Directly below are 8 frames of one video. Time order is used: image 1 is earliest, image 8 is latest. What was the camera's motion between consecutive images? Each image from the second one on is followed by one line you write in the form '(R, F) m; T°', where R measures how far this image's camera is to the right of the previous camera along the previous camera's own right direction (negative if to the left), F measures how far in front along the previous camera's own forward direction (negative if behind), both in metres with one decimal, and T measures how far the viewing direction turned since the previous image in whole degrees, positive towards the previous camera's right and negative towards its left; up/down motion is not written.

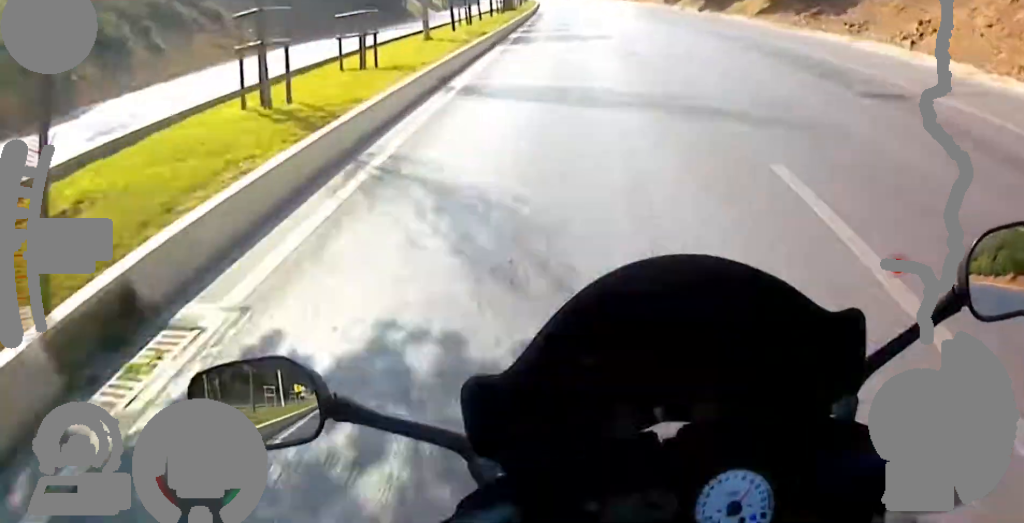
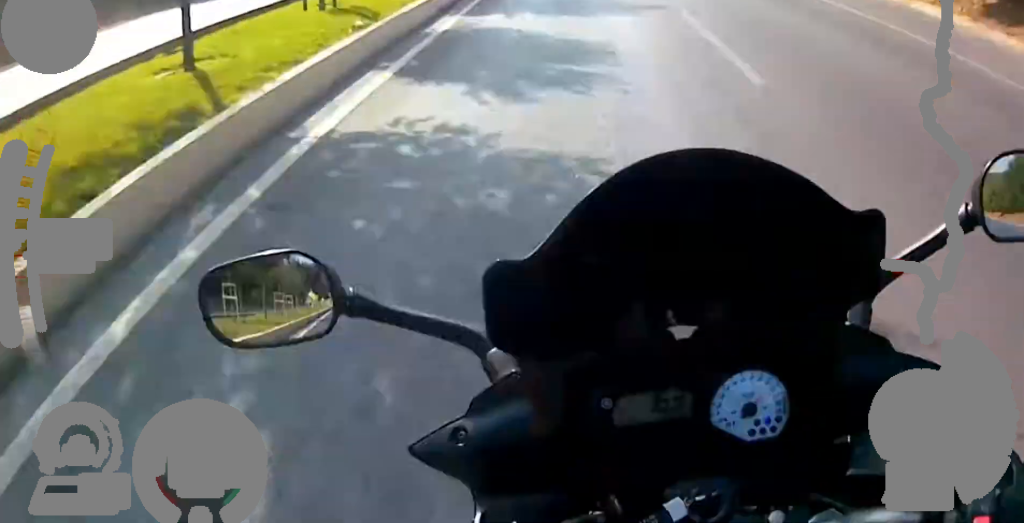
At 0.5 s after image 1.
(-0.1, +18.8) m; 0°
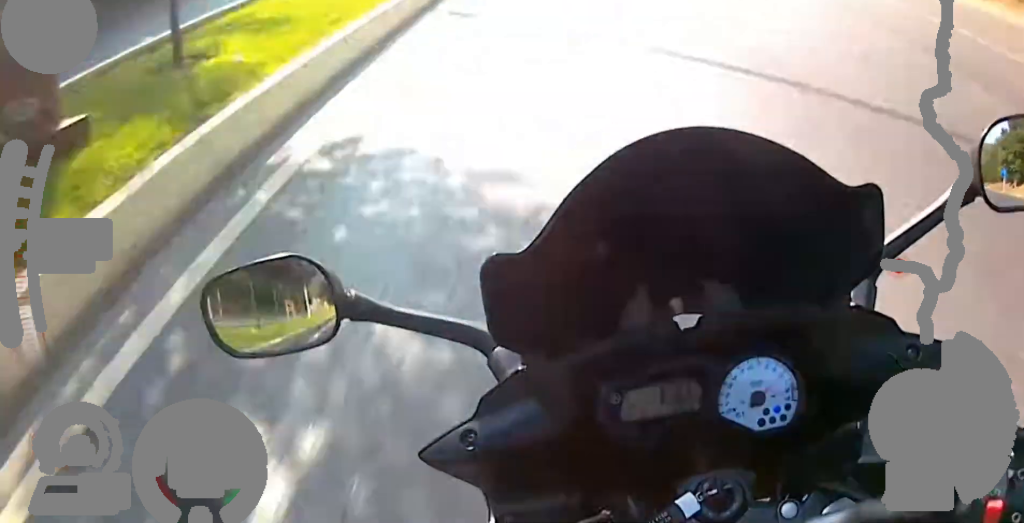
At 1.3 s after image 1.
(+0.1, +32.5) m; 0°
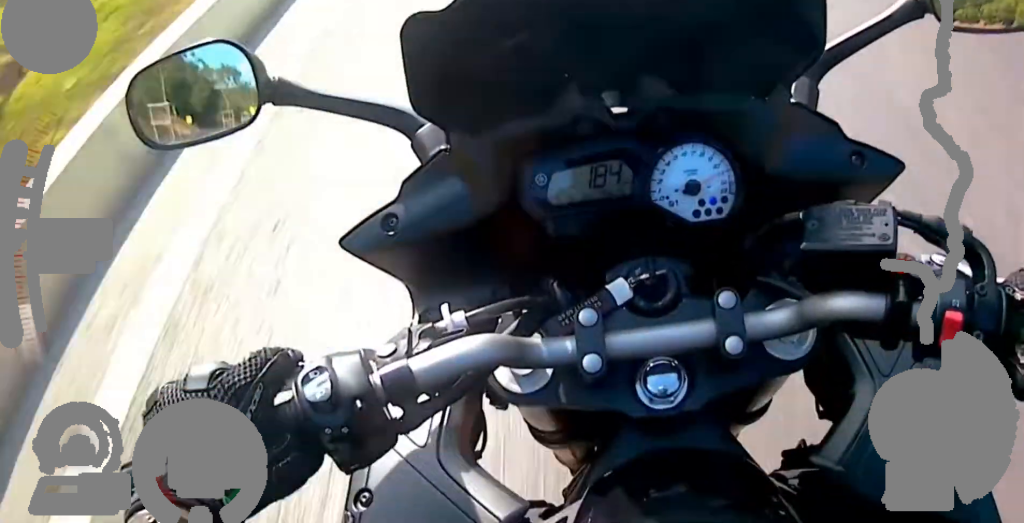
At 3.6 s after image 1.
(-2.0, +93.3) m; -2°
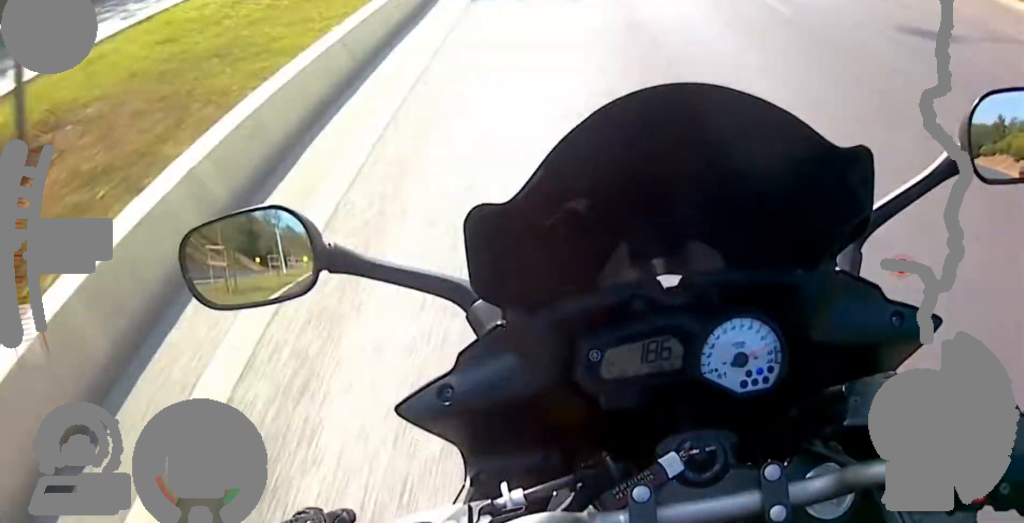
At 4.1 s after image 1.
(+0.4, +20.2) m; 0°
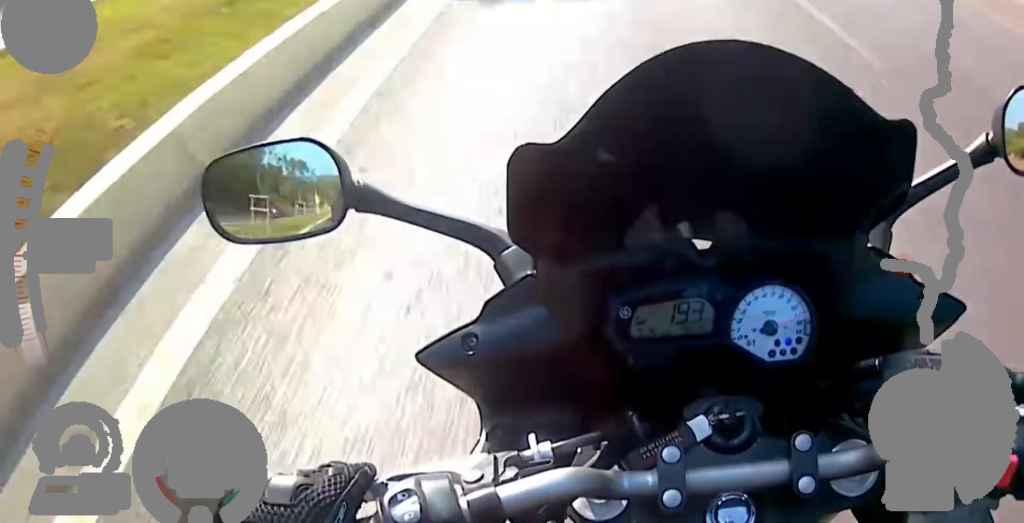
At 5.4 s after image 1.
(-0.2, +52.5) m; 0°
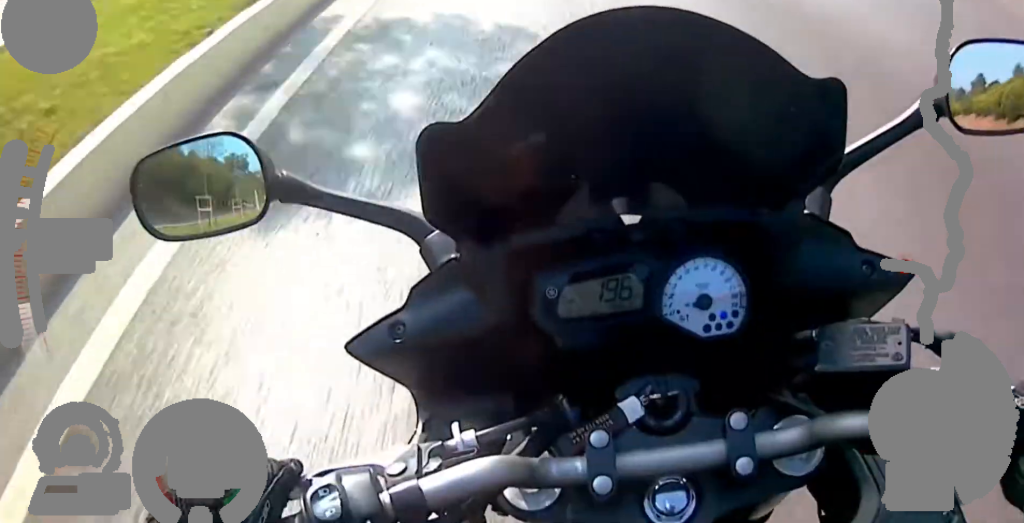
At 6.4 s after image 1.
(+0.2, +40.4) m; 0°
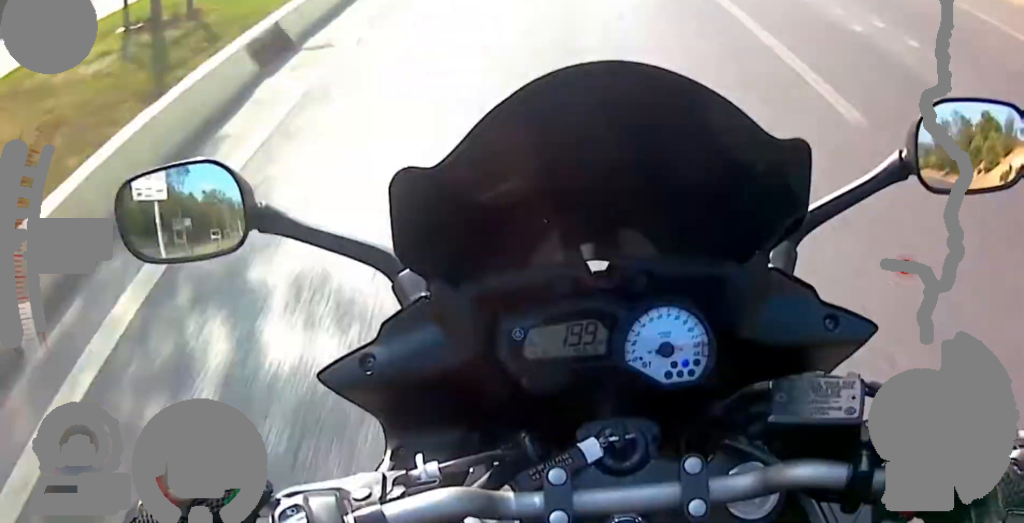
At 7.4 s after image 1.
(+0.1, +43.1) m; +1°
